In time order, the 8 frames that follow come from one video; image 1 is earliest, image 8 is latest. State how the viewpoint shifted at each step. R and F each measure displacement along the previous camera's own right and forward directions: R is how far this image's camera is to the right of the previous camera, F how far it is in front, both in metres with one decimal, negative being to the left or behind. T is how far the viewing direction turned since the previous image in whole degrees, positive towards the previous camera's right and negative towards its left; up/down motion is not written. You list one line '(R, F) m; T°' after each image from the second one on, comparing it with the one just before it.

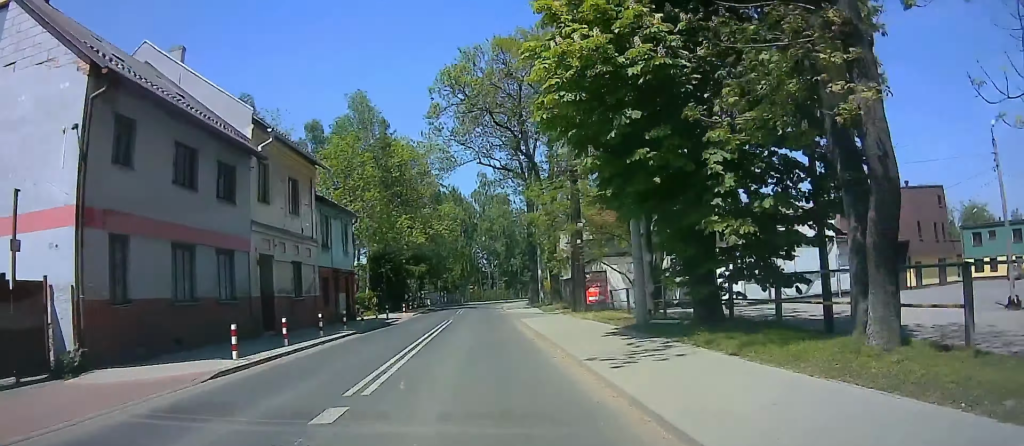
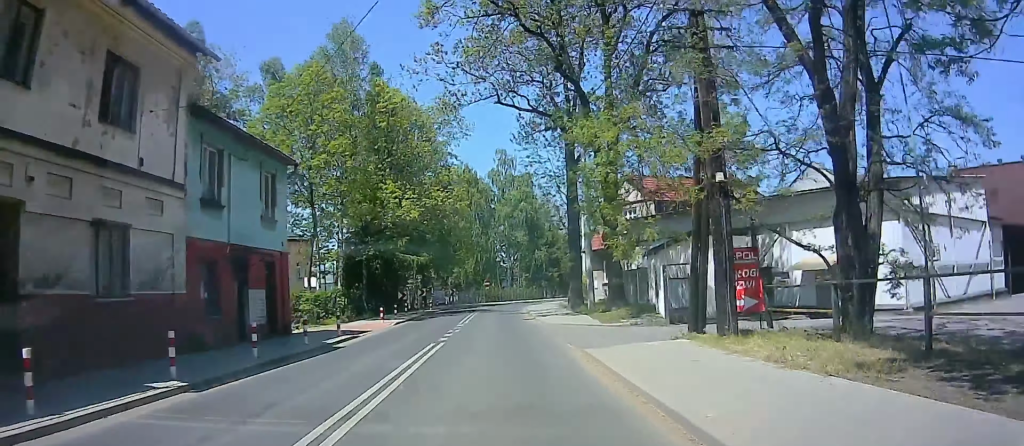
(-0.1, +16.3) m; 0°
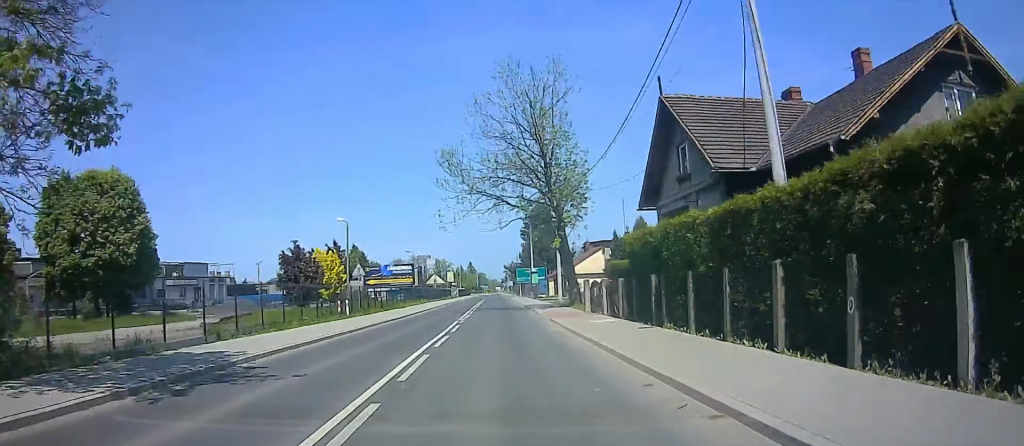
(+12.2, +89.7) m; +20°
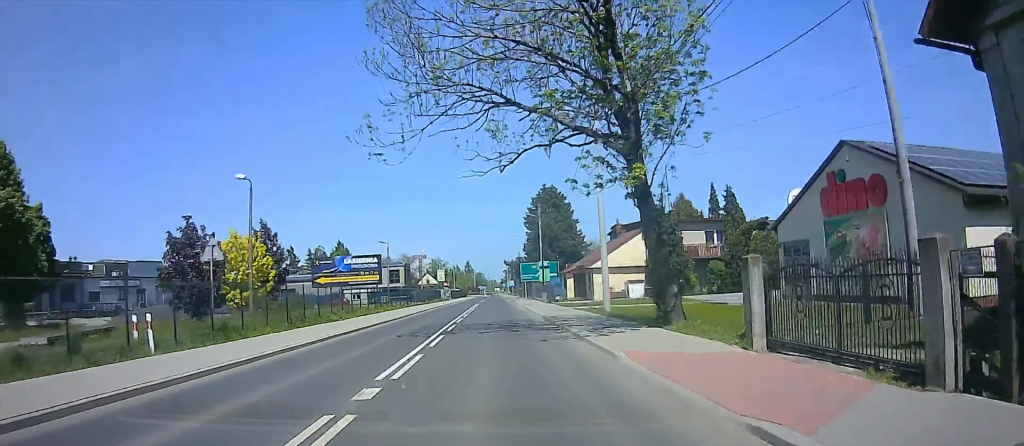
(+1.0, +22.1) m; +2°
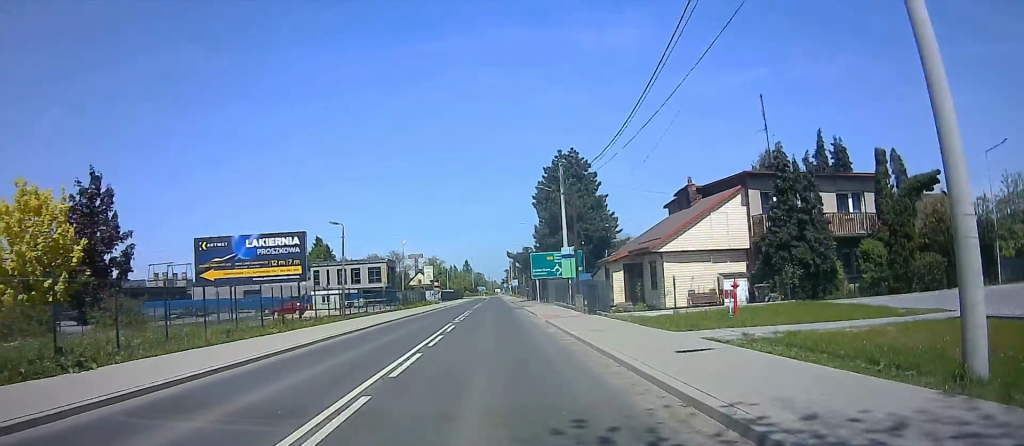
(+0.4, +23.5) m; +1°
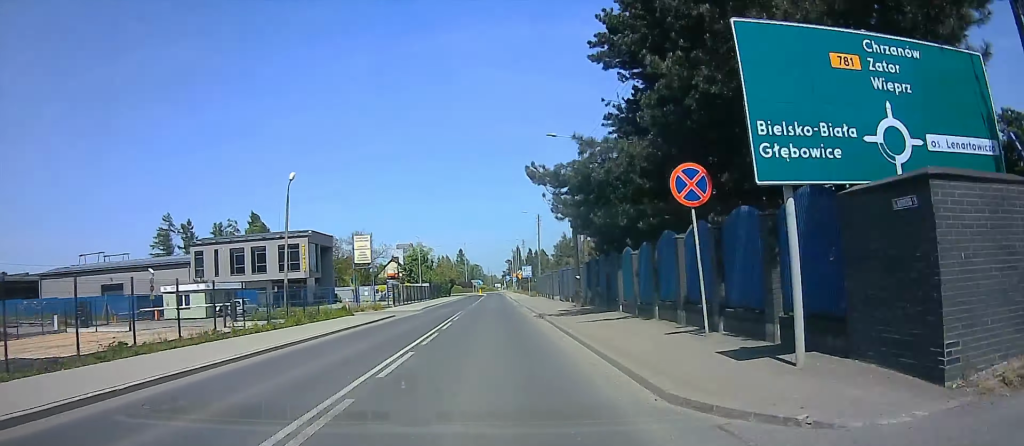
(0.0, +48.9) m; 0°
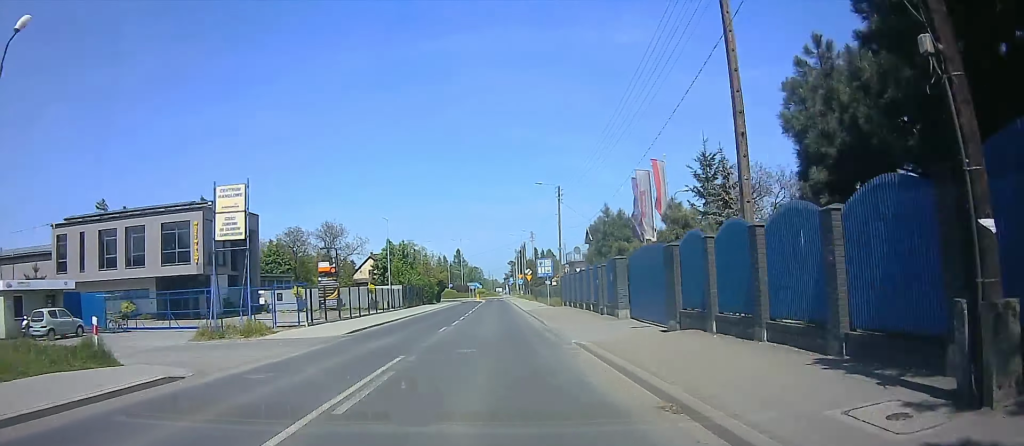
(0.0, +25.1) m; 0°
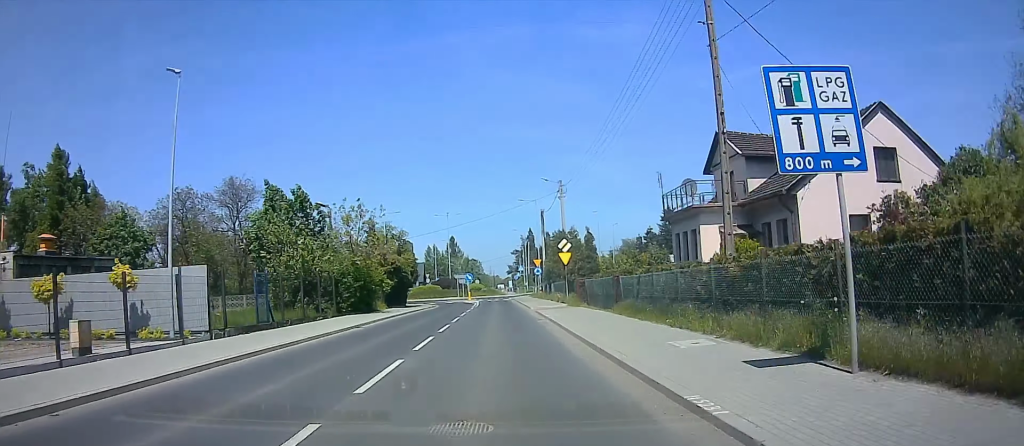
(-0.1, +39.4) m; 0°
